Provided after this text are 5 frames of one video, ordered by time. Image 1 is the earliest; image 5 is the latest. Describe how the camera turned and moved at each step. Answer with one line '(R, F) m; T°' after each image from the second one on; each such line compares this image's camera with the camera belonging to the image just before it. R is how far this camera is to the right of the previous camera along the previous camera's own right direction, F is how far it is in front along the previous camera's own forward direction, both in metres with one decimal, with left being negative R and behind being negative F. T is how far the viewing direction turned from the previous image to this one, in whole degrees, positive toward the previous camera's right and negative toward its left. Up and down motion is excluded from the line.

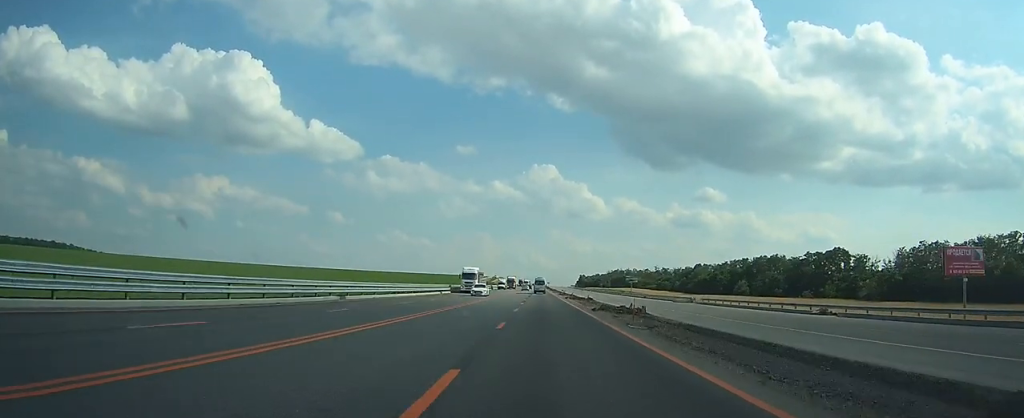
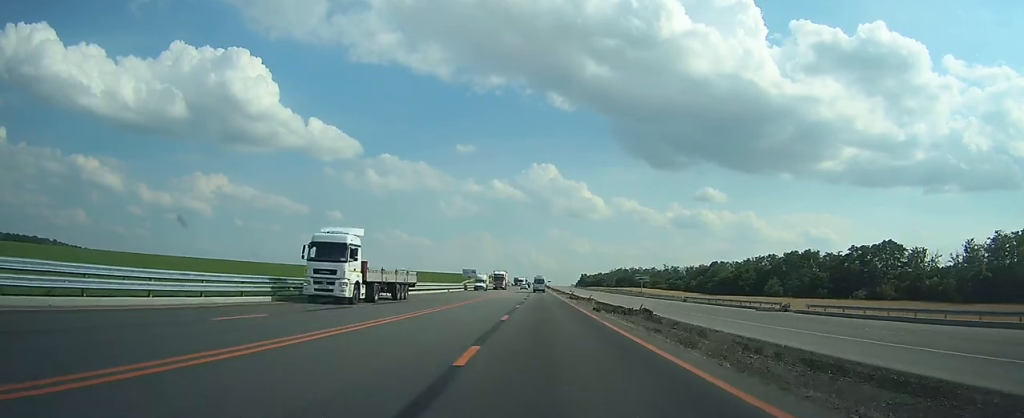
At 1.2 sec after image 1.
(0.0, +32.8) m; 0°
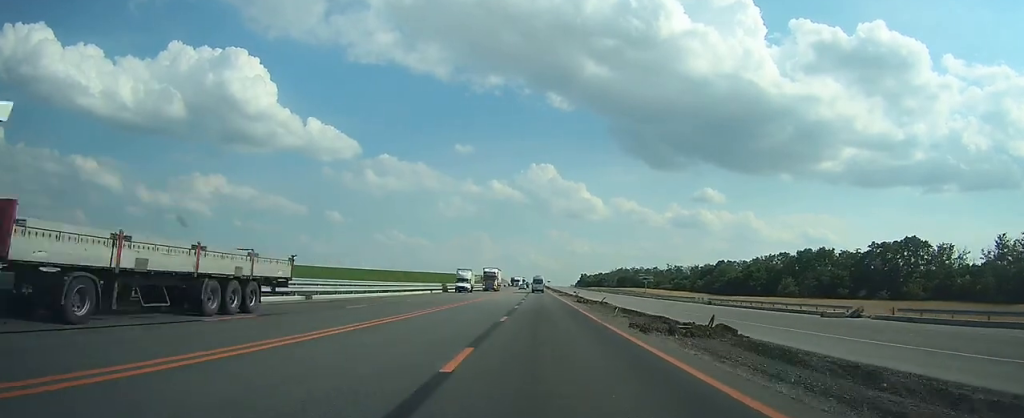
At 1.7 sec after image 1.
(0.0, +12.8) m; 0°
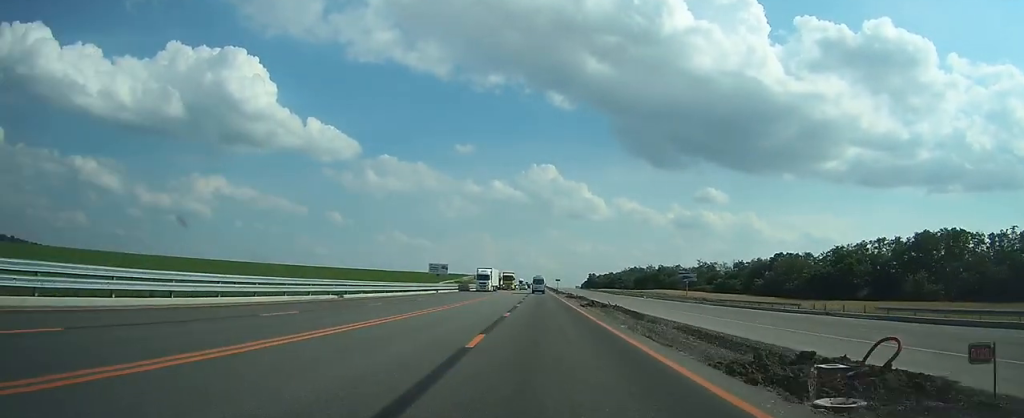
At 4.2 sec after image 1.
(0.0, +69.6) m; 0°
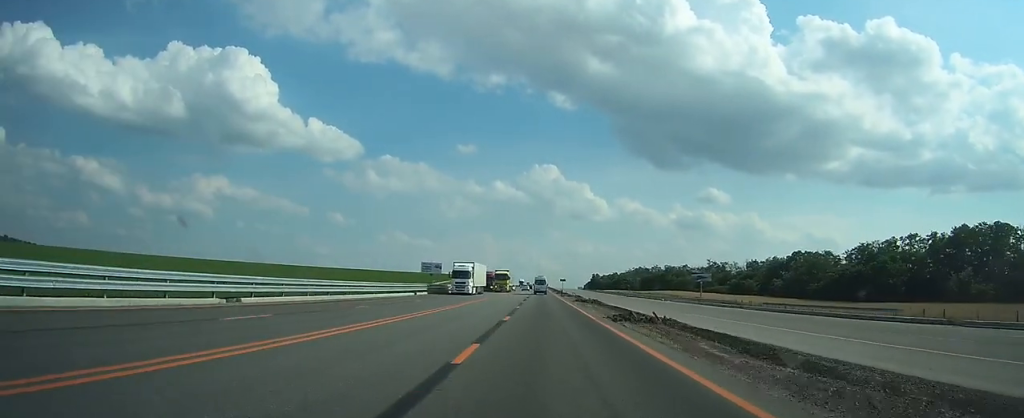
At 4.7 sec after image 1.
(0.0, +14.6) m; 0°
